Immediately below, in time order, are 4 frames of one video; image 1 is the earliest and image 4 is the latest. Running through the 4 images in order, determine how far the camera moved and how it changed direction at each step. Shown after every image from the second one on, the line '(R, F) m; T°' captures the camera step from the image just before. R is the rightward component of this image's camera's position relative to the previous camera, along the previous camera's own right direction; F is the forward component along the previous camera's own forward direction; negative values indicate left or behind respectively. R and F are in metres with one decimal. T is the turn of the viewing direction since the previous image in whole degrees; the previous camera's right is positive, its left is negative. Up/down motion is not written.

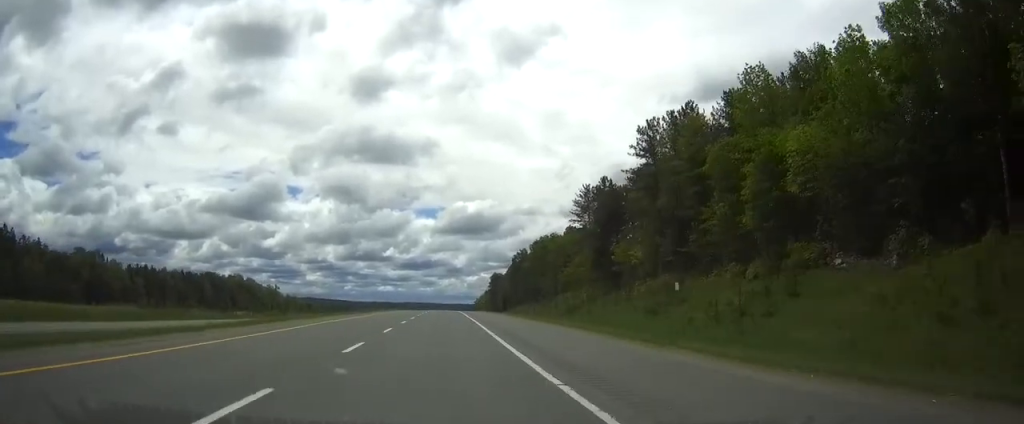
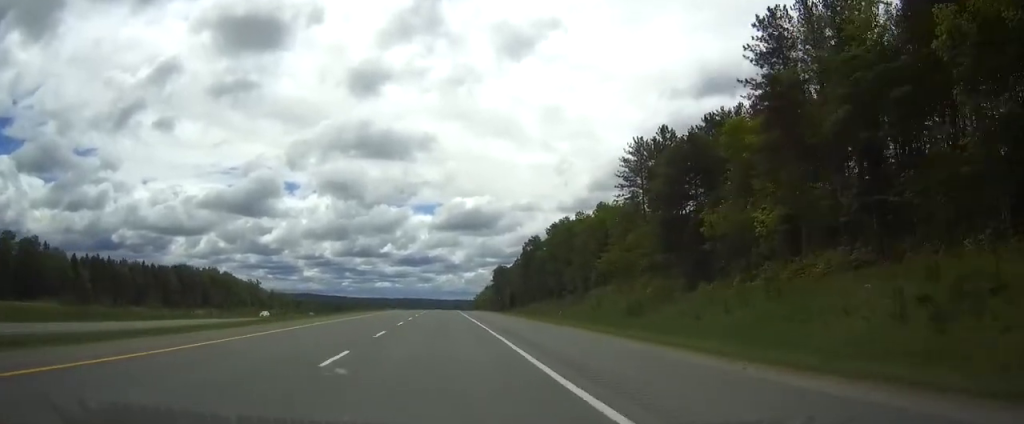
(+0.1, +38.8) m; 0°
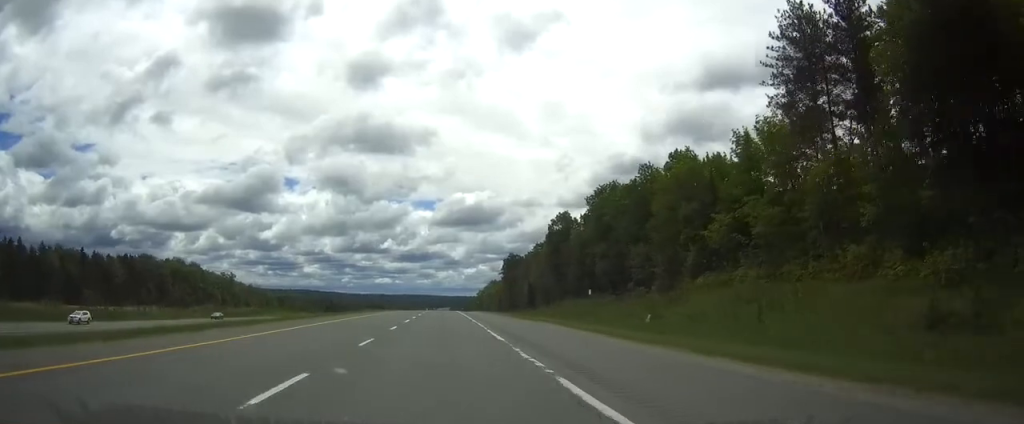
(0.0, +49.1) m; 0°
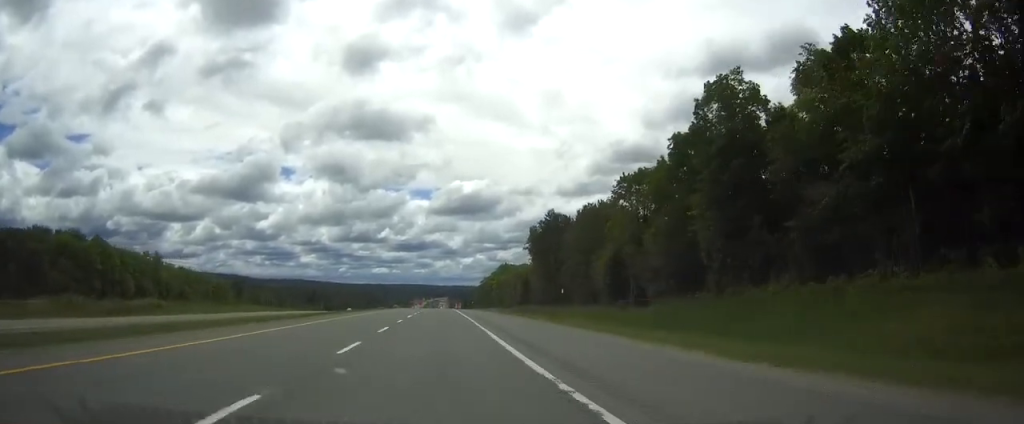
(+0.6, +91.8) m; 0°
